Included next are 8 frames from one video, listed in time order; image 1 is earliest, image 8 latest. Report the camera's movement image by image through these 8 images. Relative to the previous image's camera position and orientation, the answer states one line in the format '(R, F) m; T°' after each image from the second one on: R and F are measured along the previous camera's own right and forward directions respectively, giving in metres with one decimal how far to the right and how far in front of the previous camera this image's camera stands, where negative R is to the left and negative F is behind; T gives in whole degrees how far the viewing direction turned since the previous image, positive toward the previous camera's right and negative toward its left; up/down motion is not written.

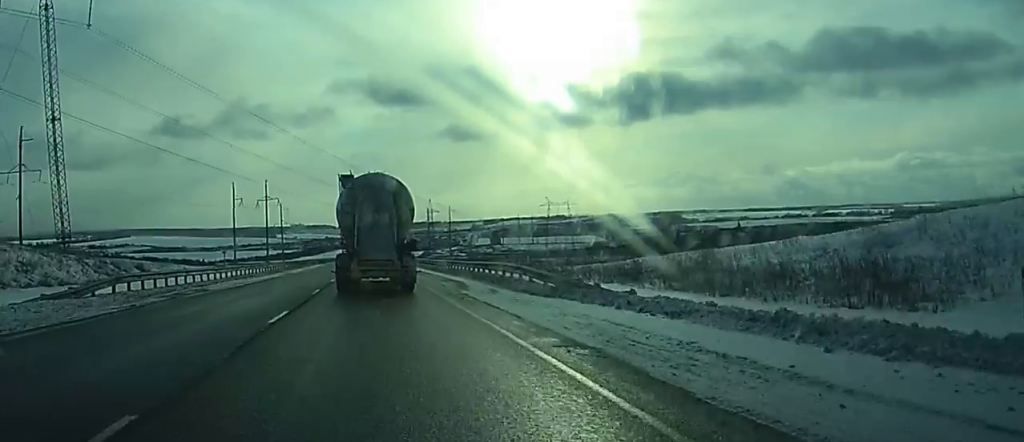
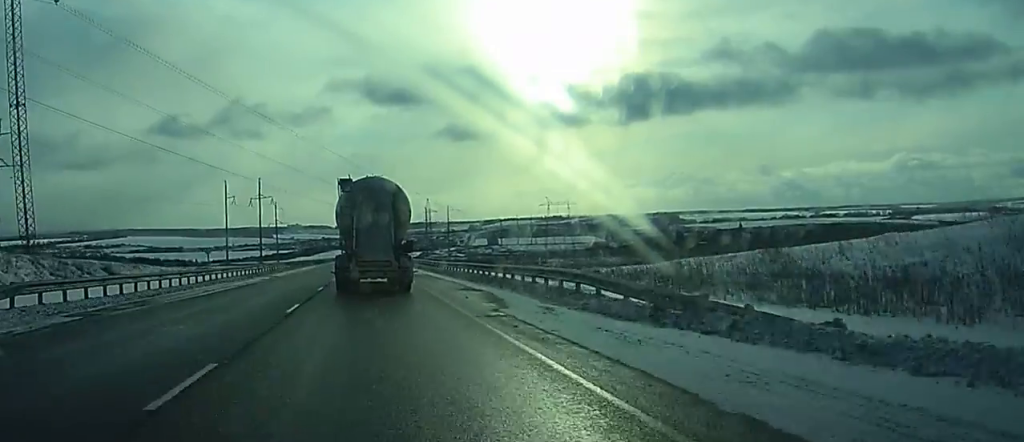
(0.0, +8.7) m; 0°
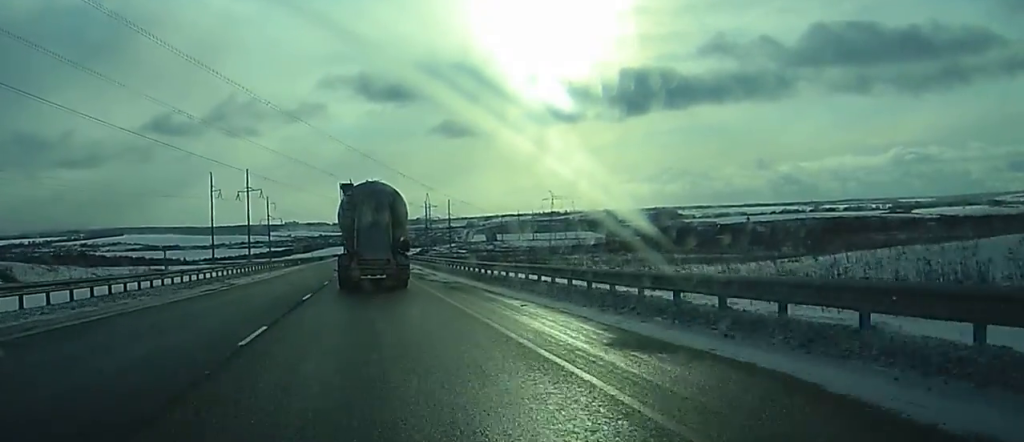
(-0.1, +19.3) m; 0°
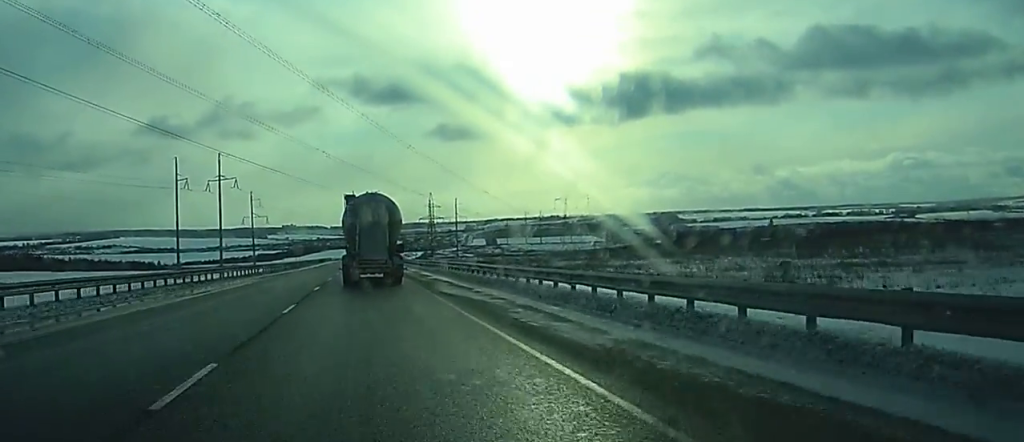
(-0.2, +41.0) m; 0°
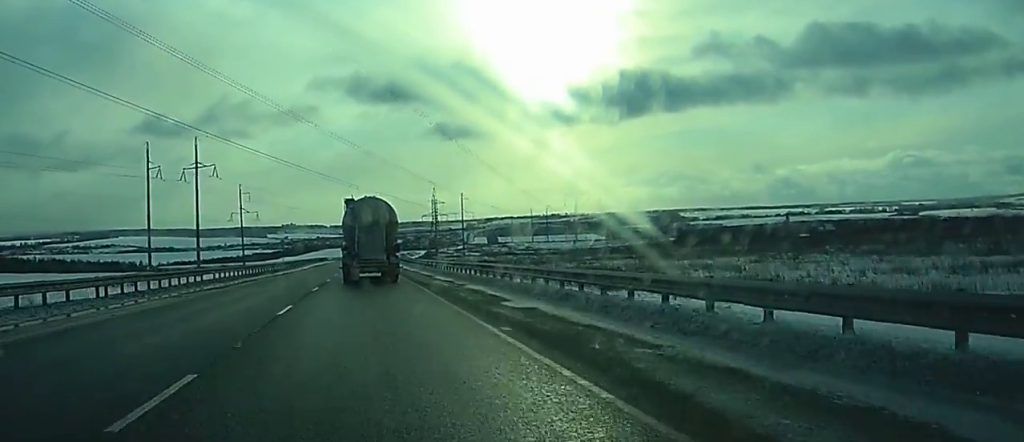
(+0.1, +24.7) m; 0°
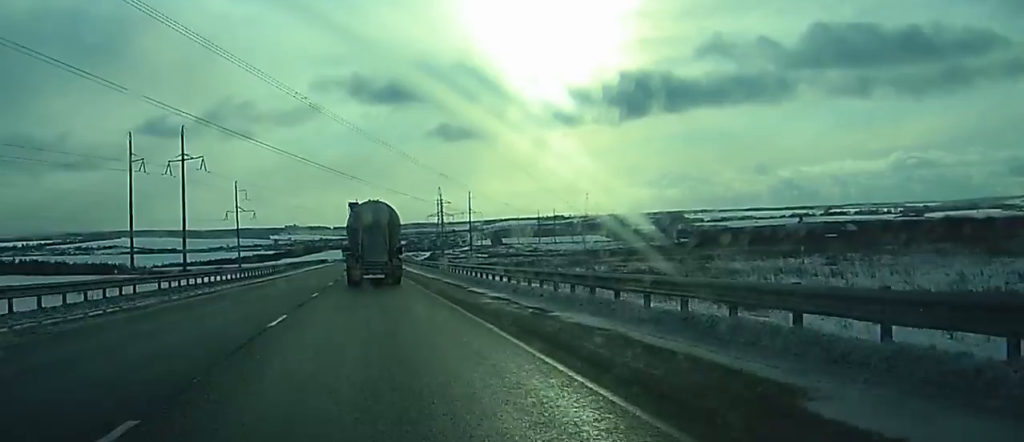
(0.0, +14.3) m; 0°
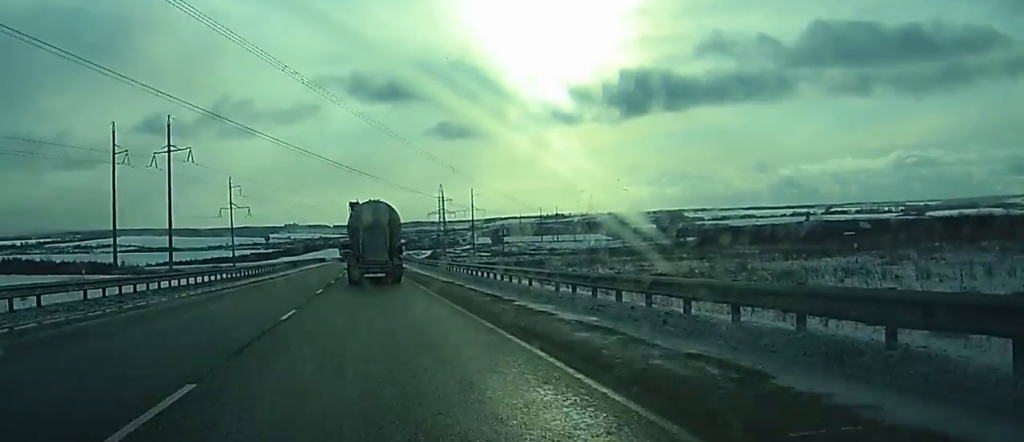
(0.0, +9.7) m; 0°
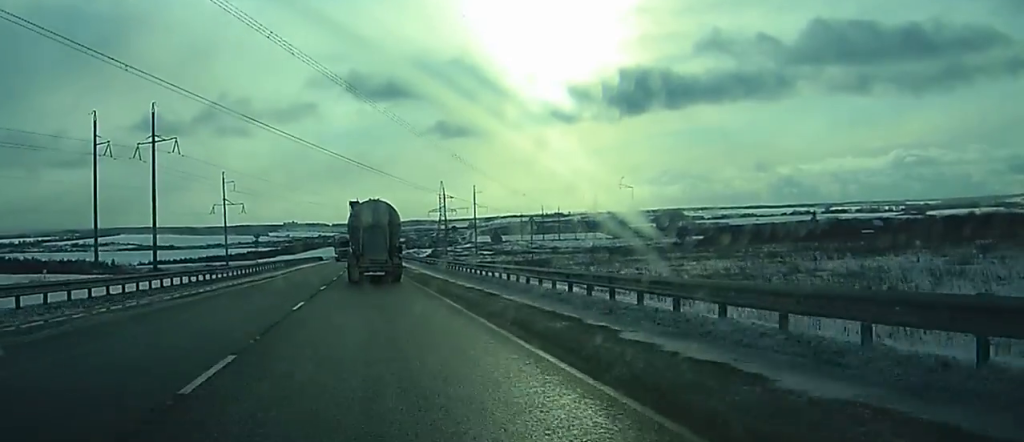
(0.0, +9.1) m; 0°
